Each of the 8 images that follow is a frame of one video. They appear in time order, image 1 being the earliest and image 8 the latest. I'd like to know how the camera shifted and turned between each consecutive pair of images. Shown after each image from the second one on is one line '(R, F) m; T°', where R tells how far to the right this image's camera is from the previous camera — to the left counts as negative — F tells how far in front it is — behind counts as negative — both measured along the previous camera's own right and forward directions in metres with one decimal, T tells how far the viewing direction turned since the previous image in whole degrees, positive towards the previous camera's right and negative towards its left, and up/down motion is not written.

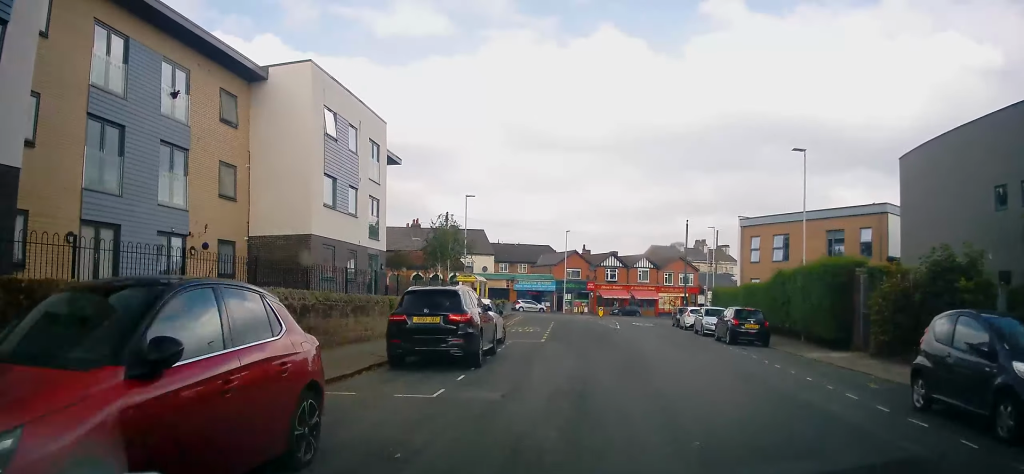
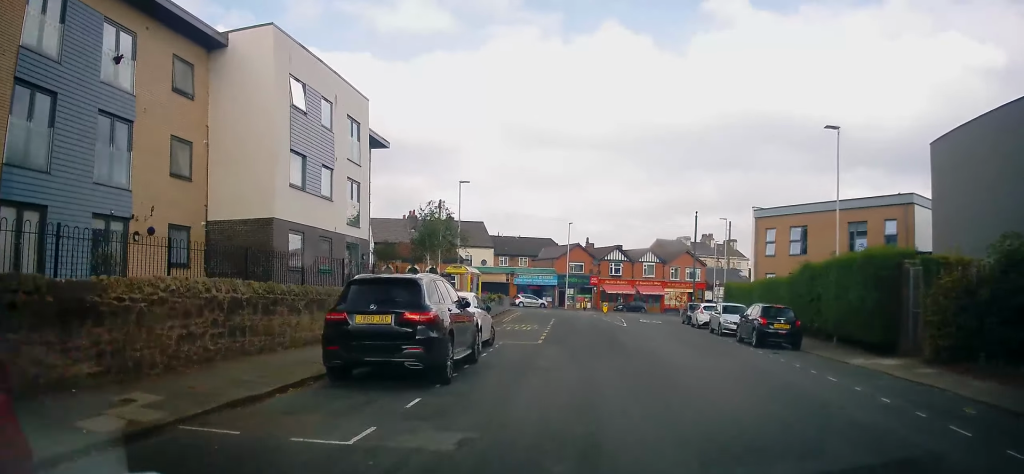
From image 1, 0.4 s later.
(0.0, +3.2) m; 0°
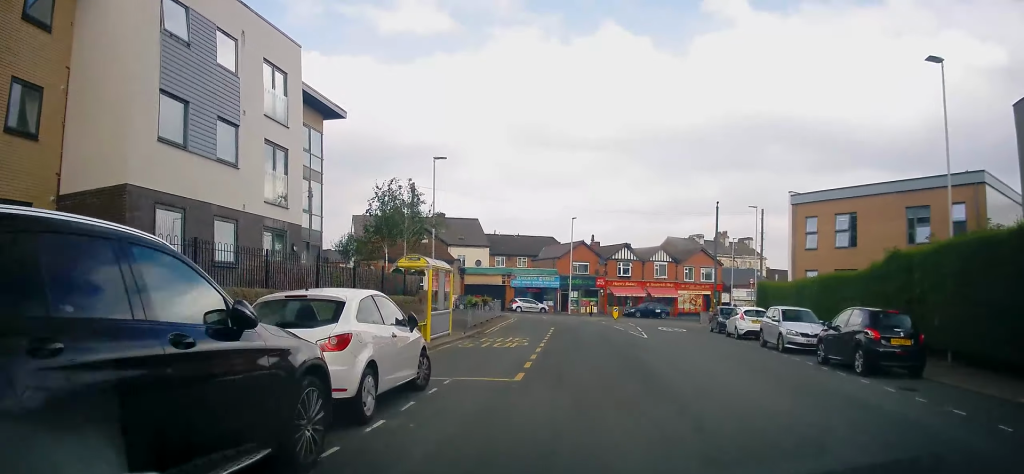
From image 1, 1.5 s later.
(0.0, +7.5) m; +1°
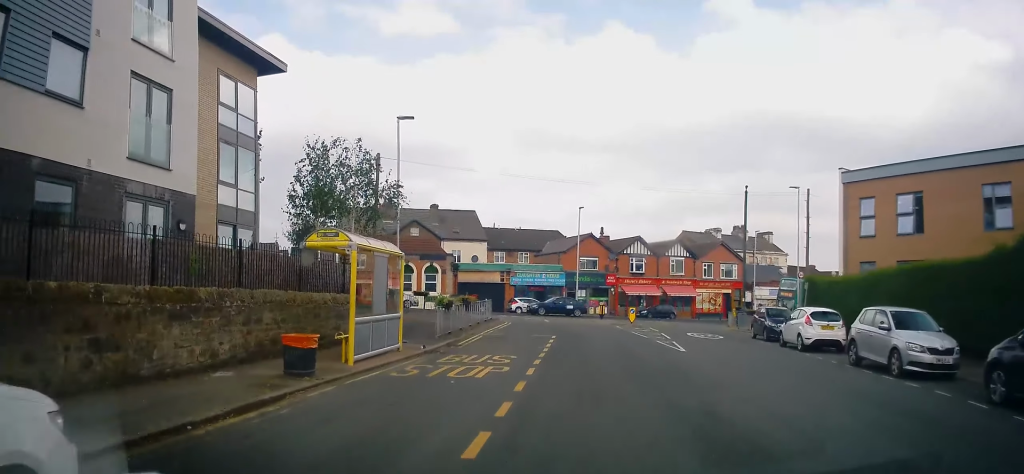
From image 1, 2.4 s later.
(+0.1, +7.0) m; +2°
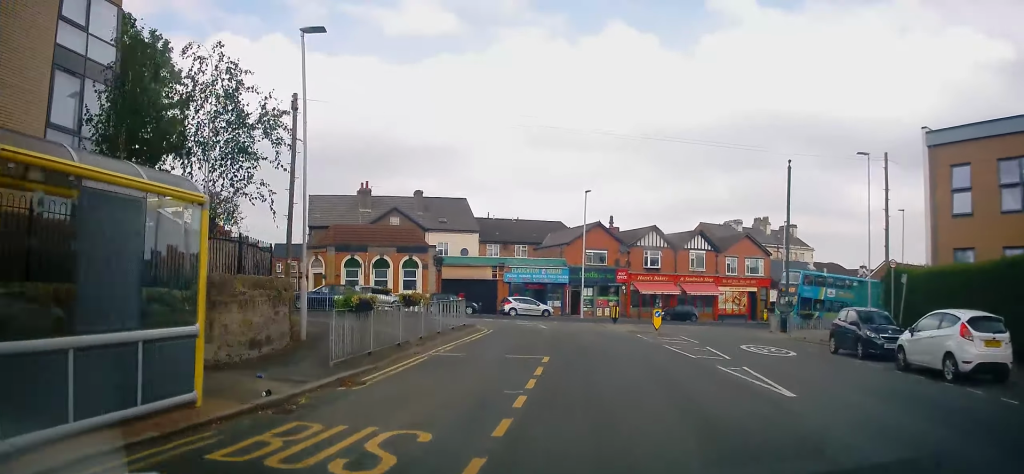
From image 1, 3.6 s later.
(+0.1, +8.6) m; -2°
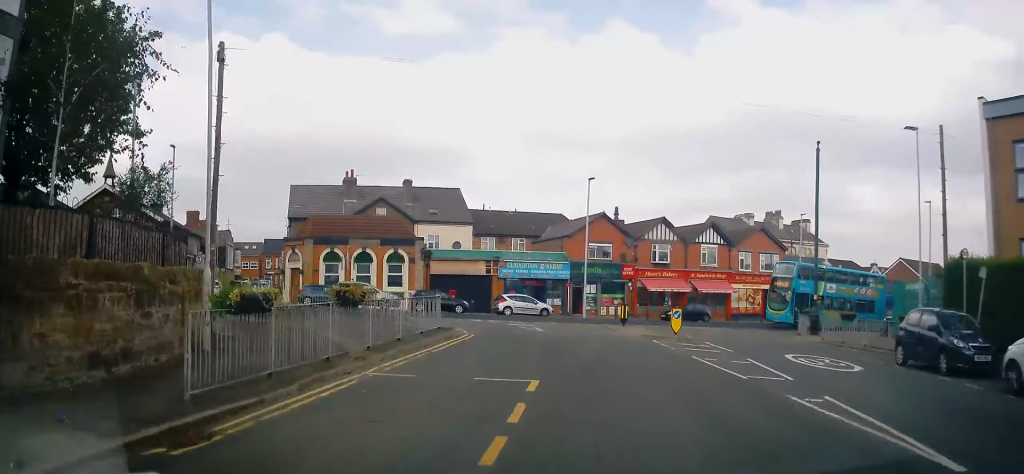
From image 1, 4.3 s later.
(-0.1, +4.4) m; -2°
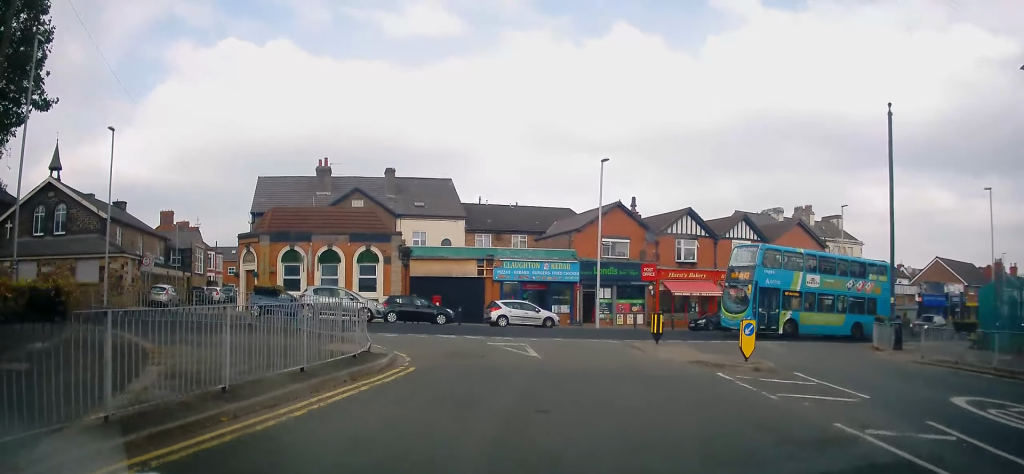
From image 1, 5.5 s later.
(-0.1, +7.8) m; -3°
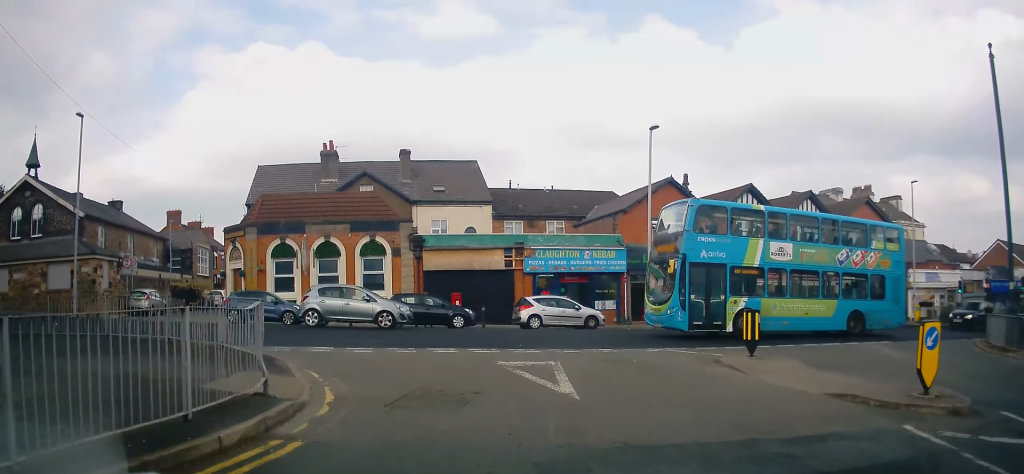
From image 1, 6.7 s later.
(-0.3, +6.2) m; -5°
